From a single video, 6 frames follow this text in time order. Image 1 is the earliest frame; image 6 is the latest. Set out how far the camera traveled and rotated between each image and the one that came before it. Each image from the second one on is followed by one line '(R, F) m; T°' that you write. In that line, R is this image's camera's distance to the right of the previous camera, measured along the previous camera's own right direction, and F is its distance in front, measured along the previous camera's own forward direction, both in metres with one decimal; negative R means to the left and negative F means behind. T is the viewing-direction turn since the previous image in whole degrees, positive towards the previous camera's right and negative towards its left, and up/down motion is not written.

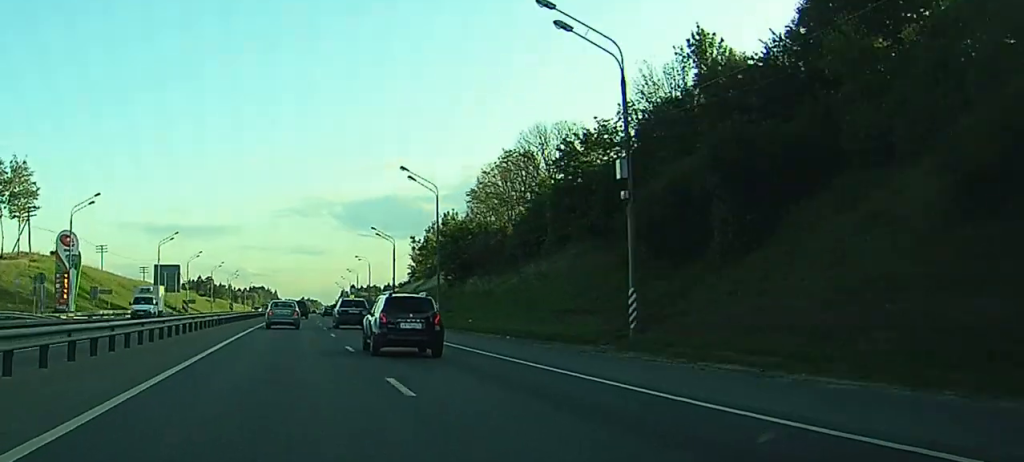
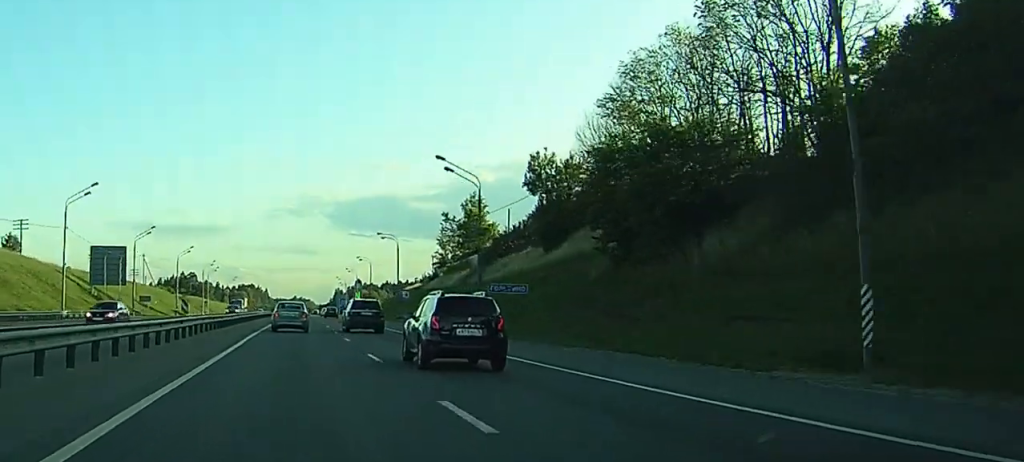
(+1.5, +49.9) m; +2°
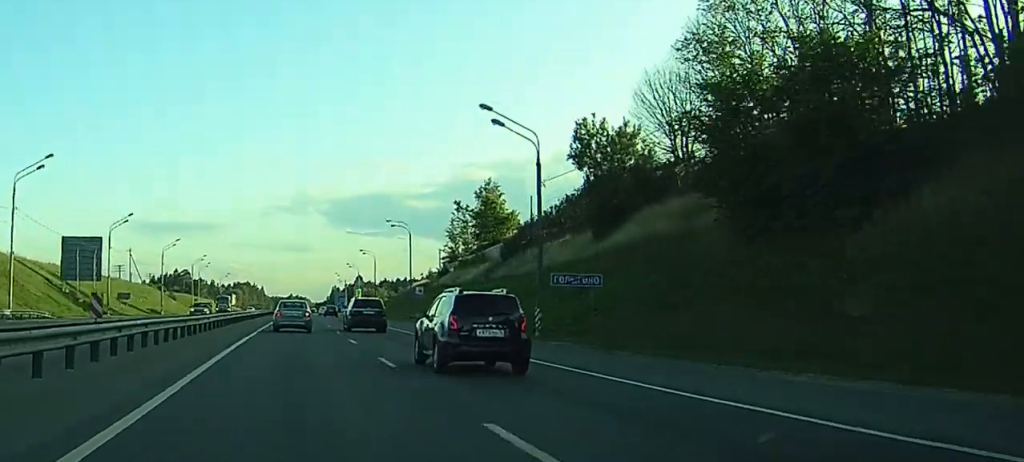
(-0.1, +13.6) m; -1°
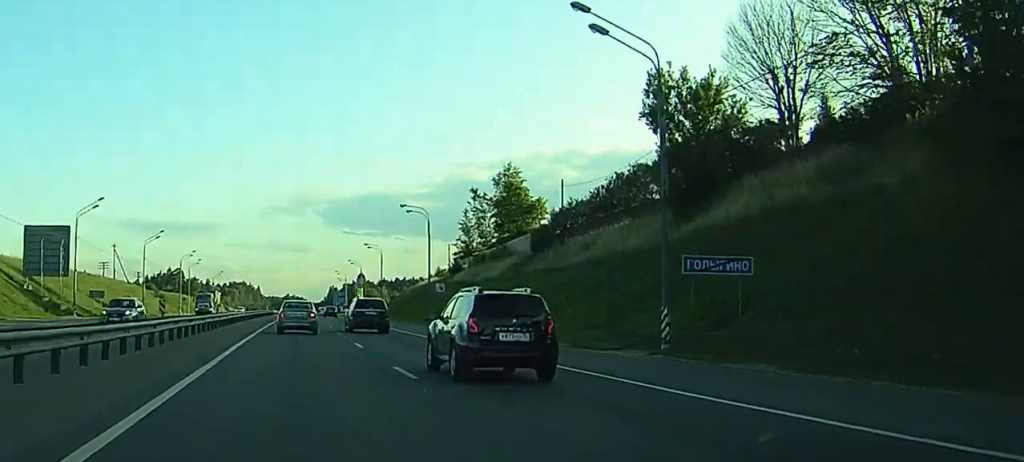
(-0.1, +14.2) m; 0°
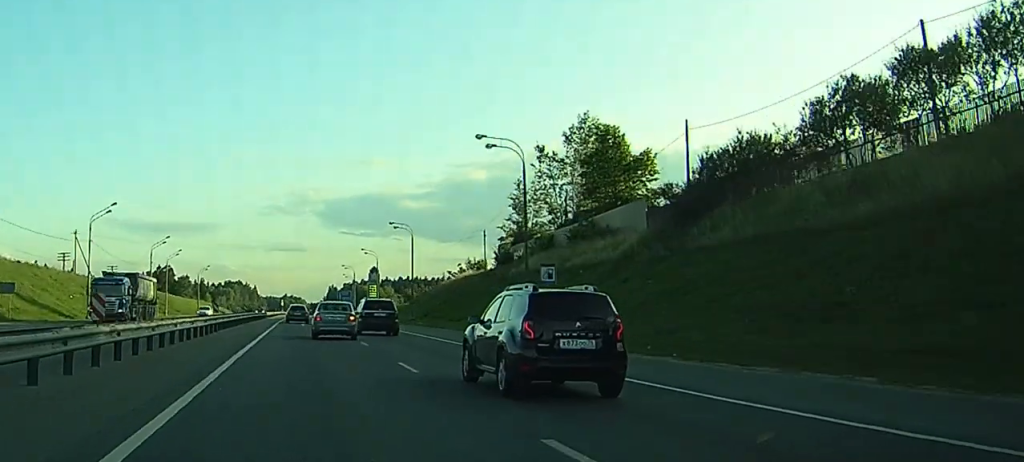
(+0.1, +33.0) m; 0°
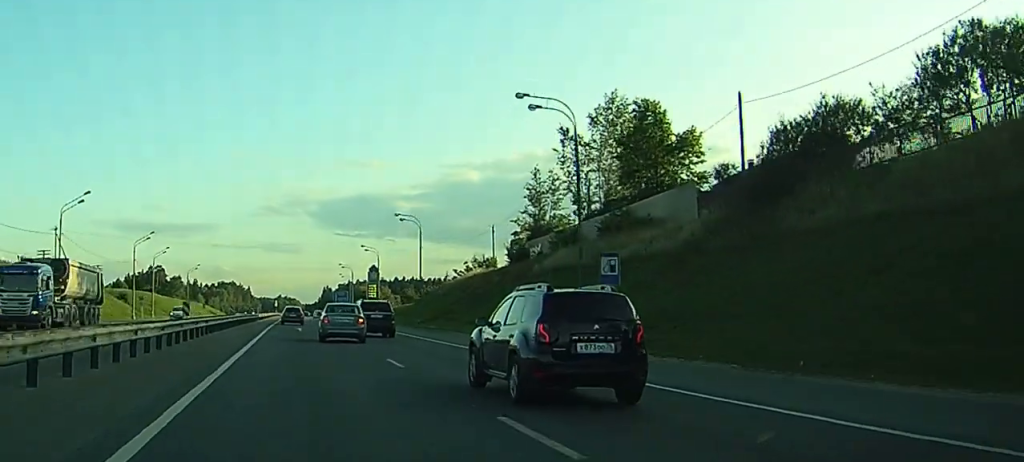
(0.0, +9.7) m; 0°
